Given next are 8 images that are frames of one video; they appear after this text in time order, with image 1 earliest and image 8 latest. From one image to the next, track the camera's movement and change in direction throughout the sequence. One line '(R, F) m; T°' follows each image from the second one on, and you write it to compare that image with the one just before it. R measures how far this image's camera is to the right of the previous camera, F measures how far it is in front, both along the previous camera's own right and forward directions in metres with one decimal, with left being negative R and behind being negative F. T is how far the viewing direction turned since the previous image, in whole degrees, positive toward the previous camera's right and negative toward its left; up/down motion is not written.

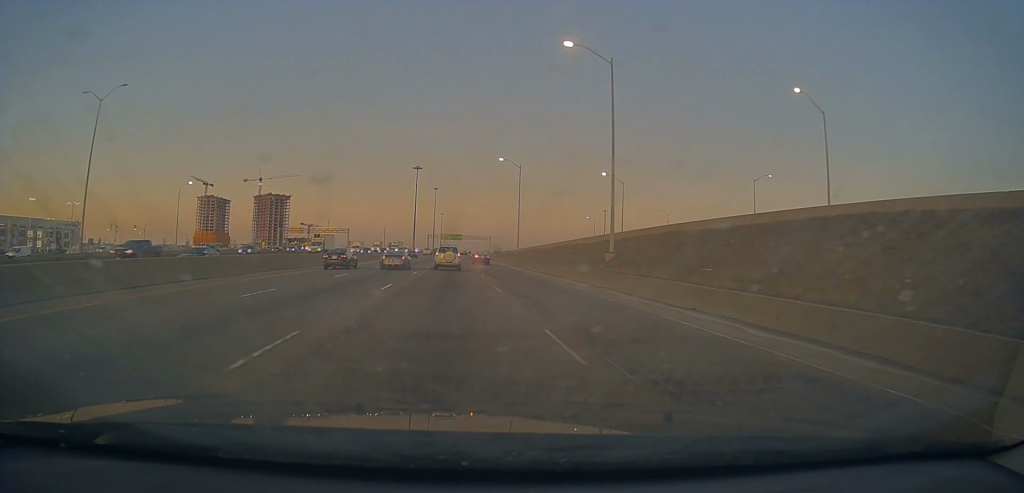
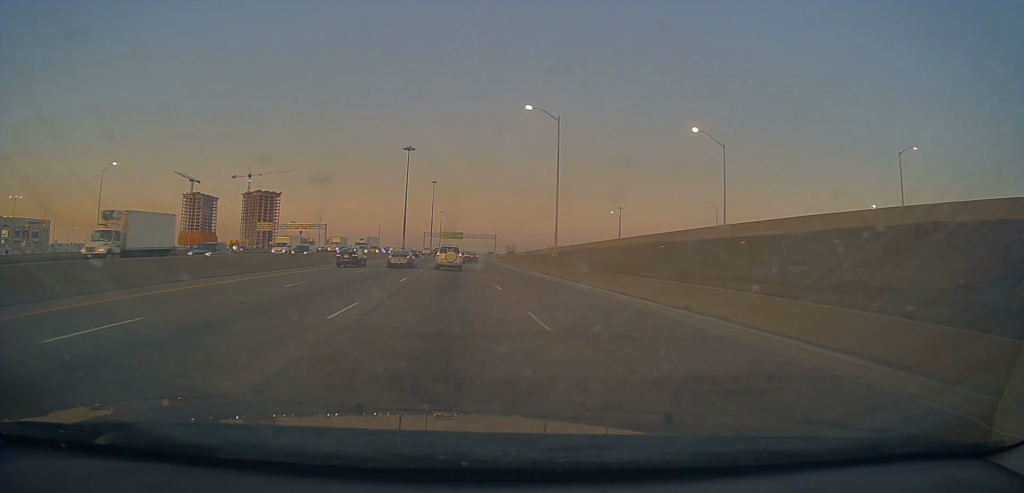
(+0.1, +33.2) m; -1°
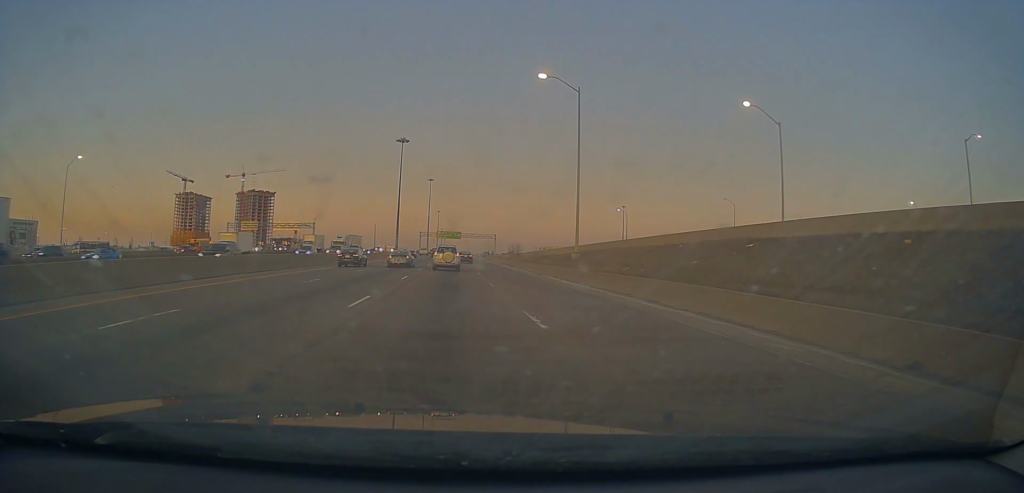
(-0.2, +10.6) m; 0°
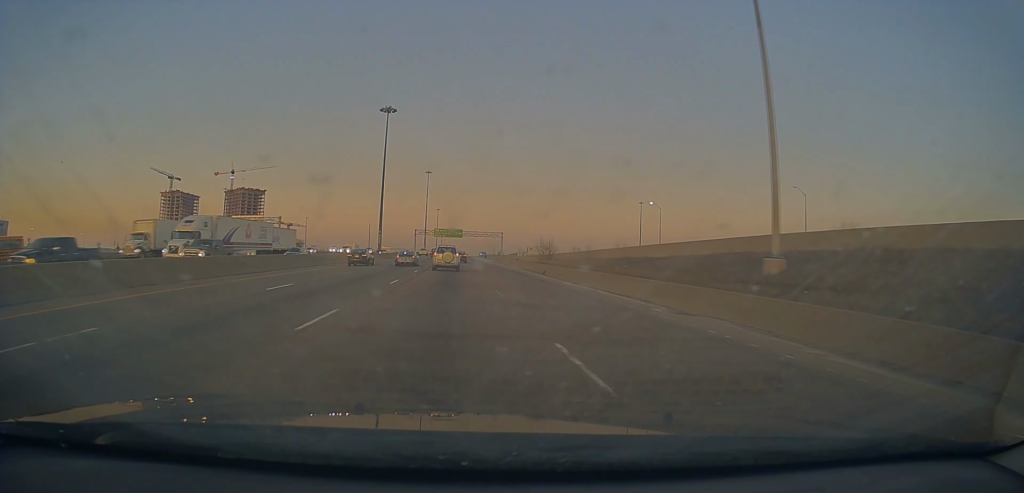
(+0.3, +28.9) m; +1°
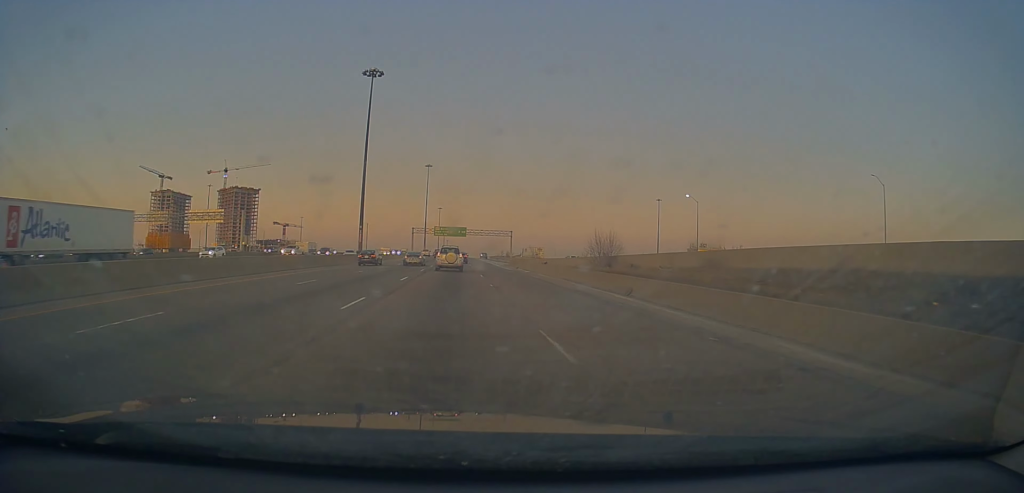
(0.0, +21.9) m; 0°
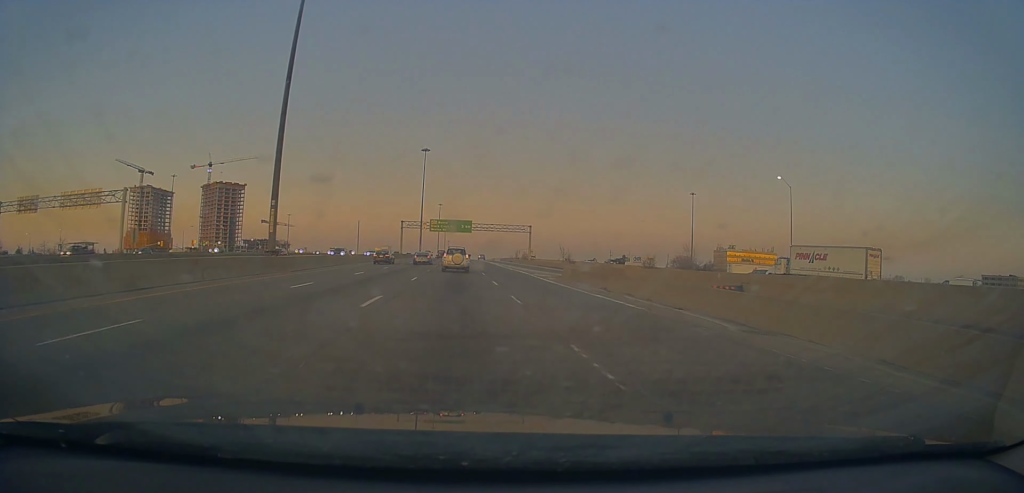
(-0.3, +37.3) m; 0°
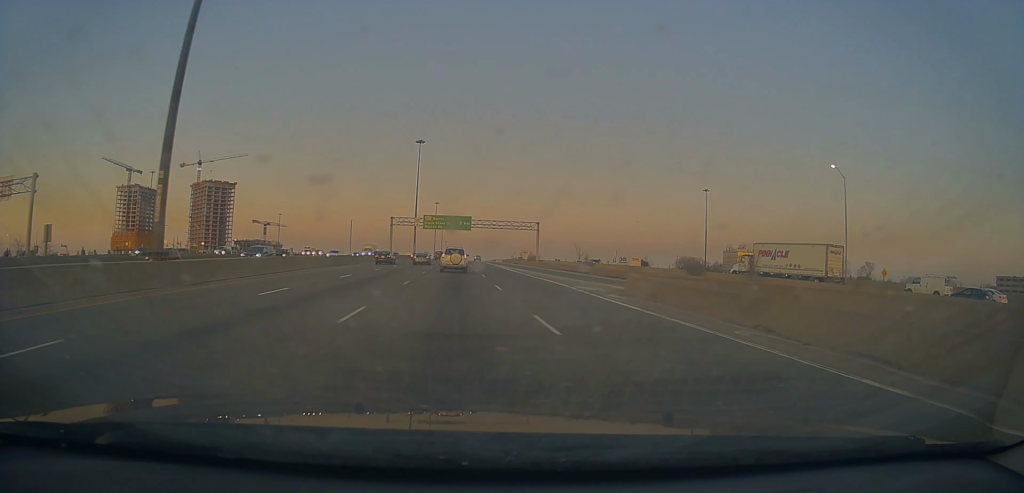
(0.0, +15.4) m; 0°
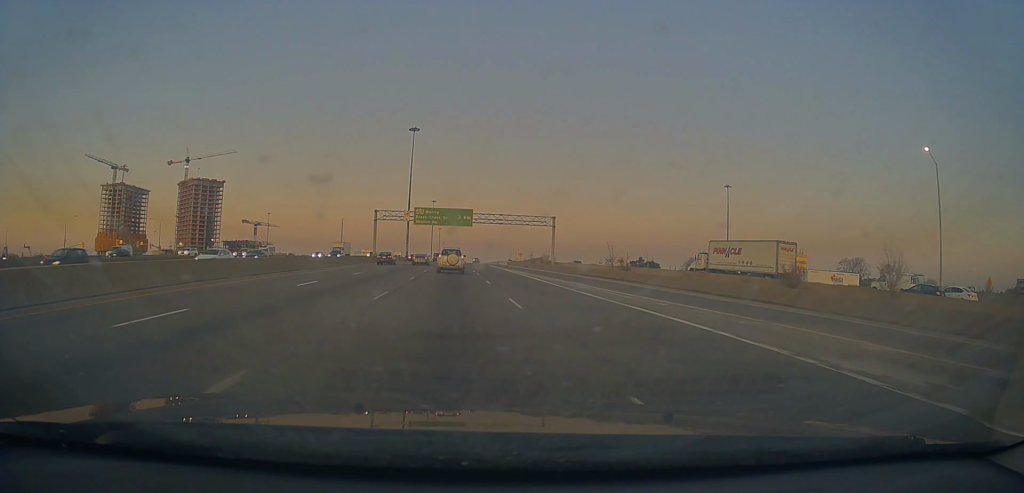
(0.0, +19.2) m; 0°
